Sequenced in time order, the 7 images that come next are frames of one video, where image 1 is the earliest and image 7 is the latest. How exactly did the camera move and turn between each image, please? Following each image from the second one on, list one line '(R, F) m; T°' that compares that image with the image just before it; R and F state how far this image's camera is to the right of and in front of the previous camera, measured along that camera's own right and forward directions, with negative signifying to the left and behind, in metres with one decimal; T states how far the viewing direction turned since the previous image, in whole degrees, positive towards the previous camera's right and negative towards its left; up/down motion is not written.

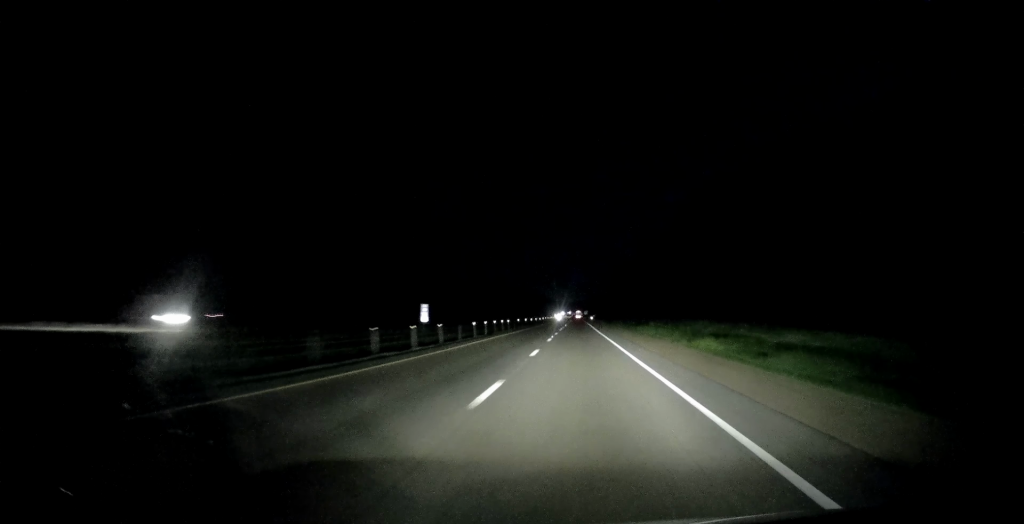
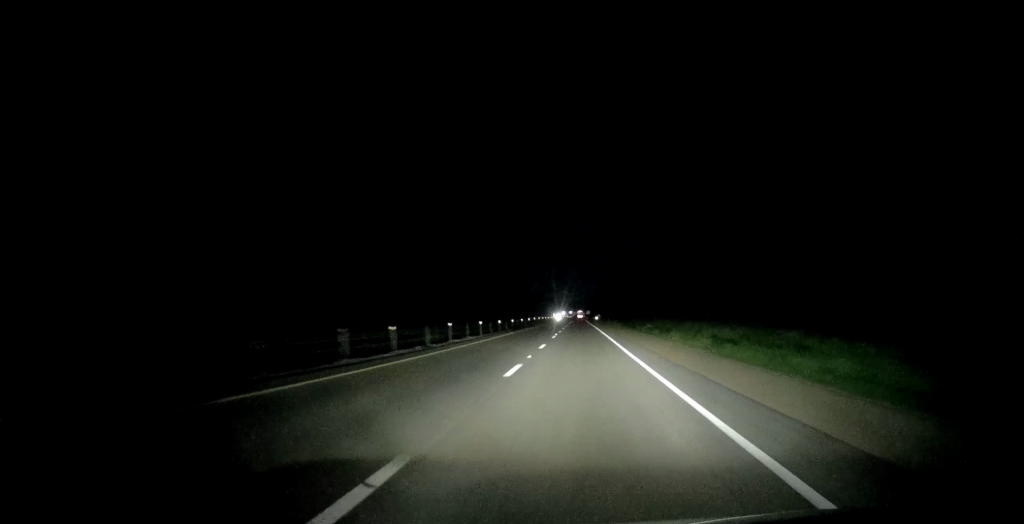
(-0.2, +44.1) m; 0°
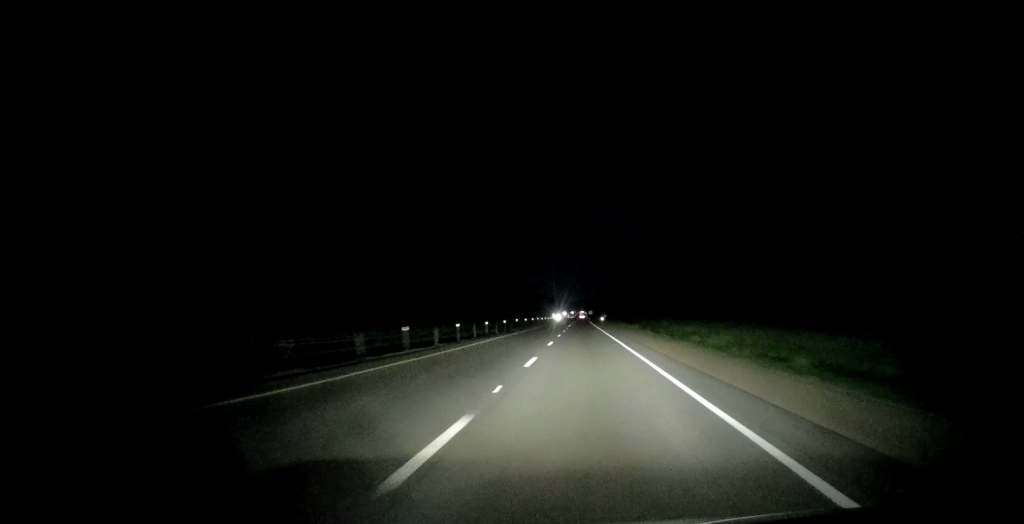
(+0.5, +33.6) m; 0°
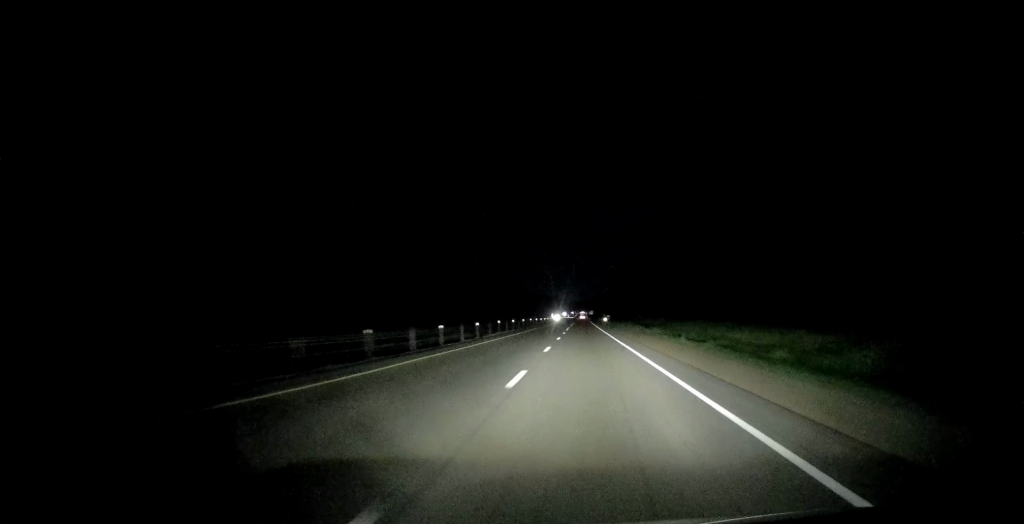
(-0.3, +16.7) m; -1°
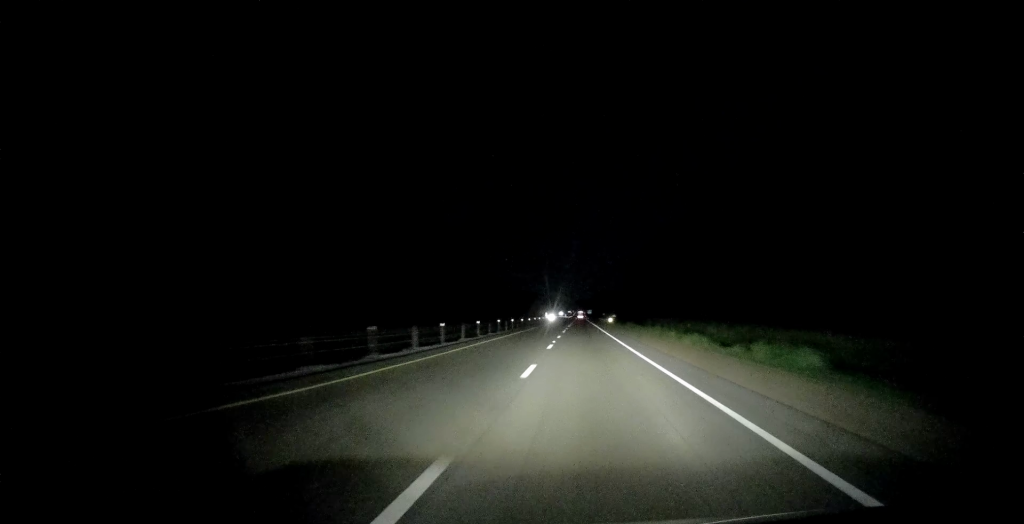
(-0.3, +34.5) m; 0°
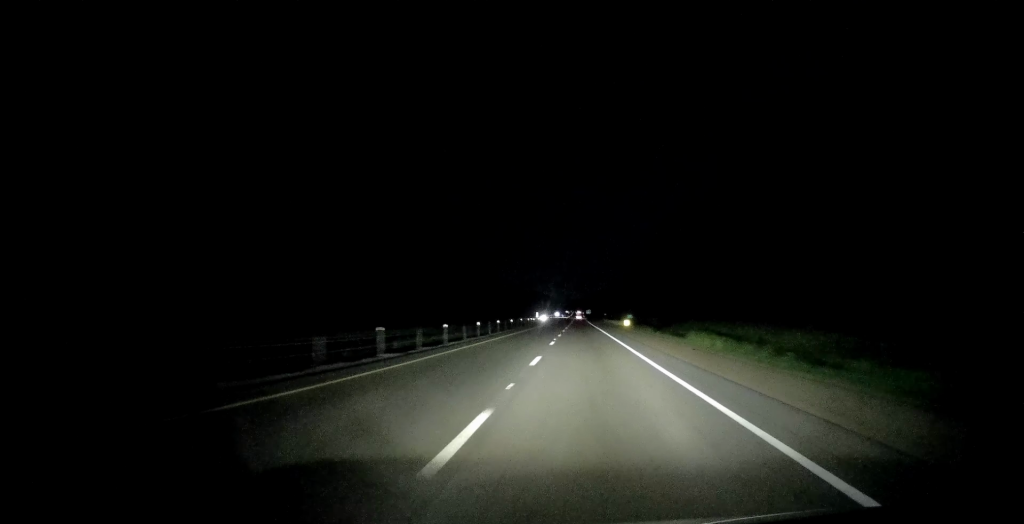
(+0.4, +44.9) m; 0°
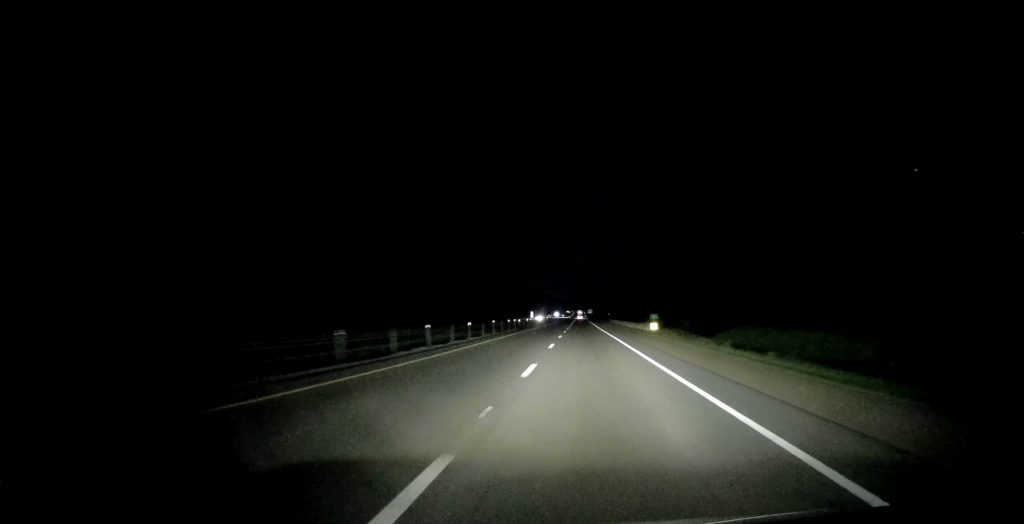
(-0.3, +27.3) m; +1°
